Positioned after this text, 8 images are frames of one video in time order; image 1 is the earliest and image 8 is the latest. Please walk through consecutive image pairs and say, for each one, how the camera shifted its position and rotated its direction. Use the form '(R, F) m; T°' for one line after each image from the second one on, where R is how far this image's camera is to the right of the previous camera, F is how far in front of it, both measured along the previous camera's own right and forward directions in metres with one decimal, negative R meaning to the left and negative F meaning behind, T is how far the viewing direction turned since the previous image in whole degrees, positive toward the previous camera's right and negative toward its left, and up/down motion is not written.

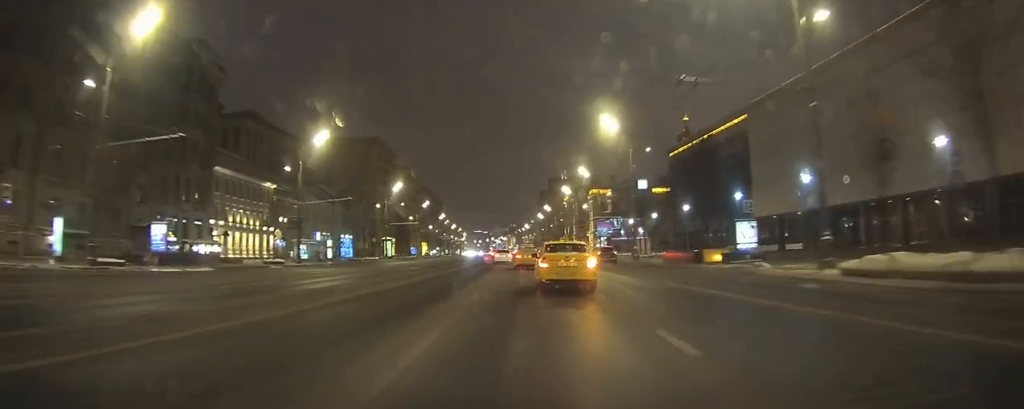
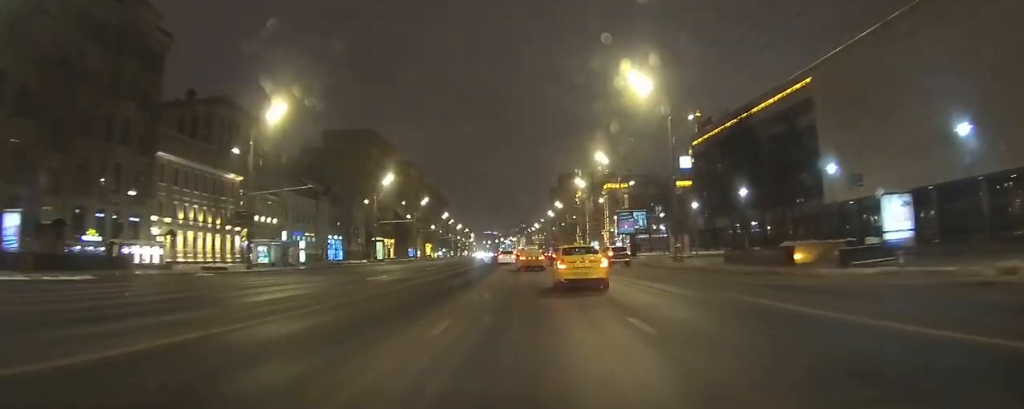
(-0.2, +16.0) m; -1°
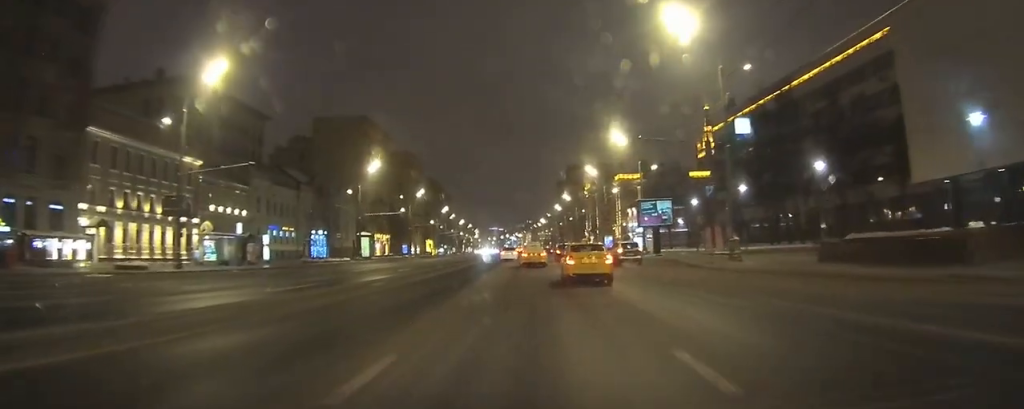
(-0.1, +13.4) m; -1°
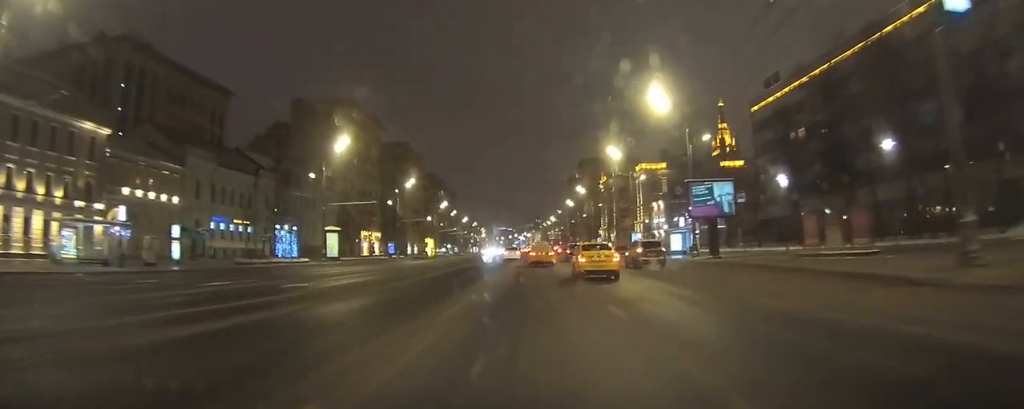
(-0.1, +18.0) m; -1°
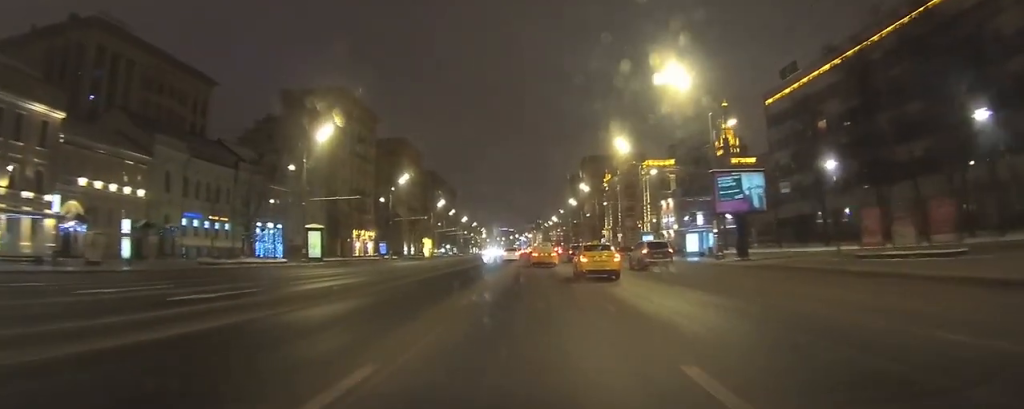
(-0.1, +5.7) m; 0°
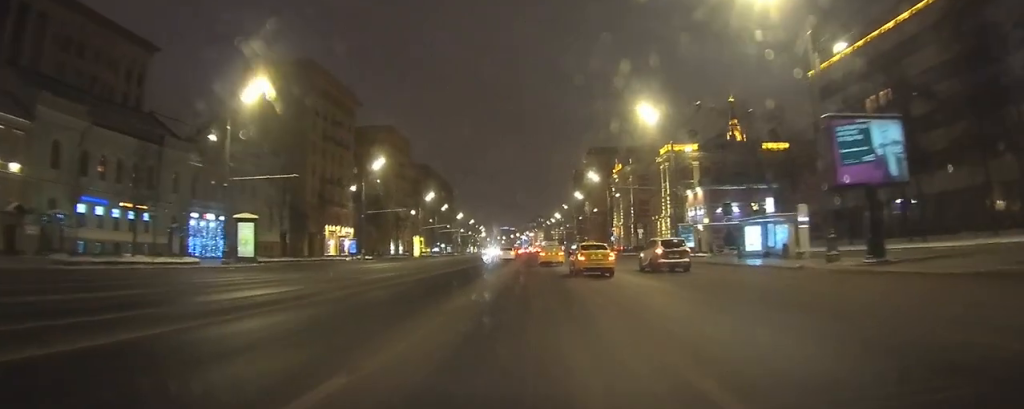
(-0.1, +16.0) m; 0°
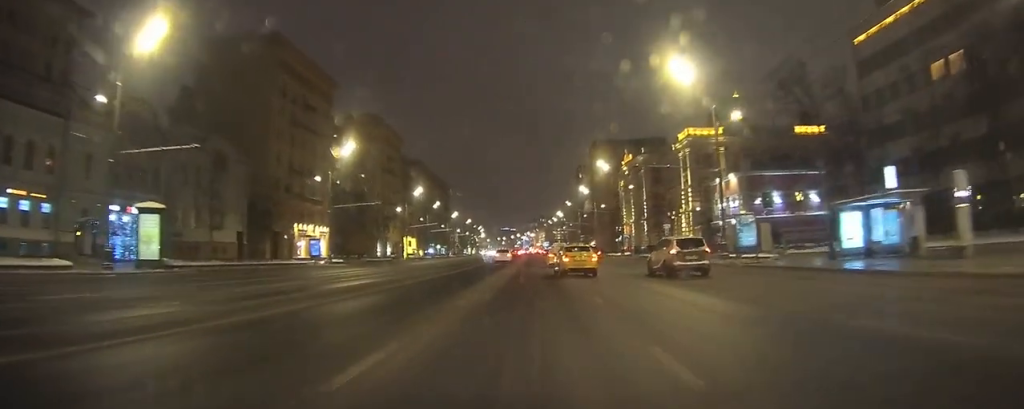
(0.0, +15.2) m; 0°
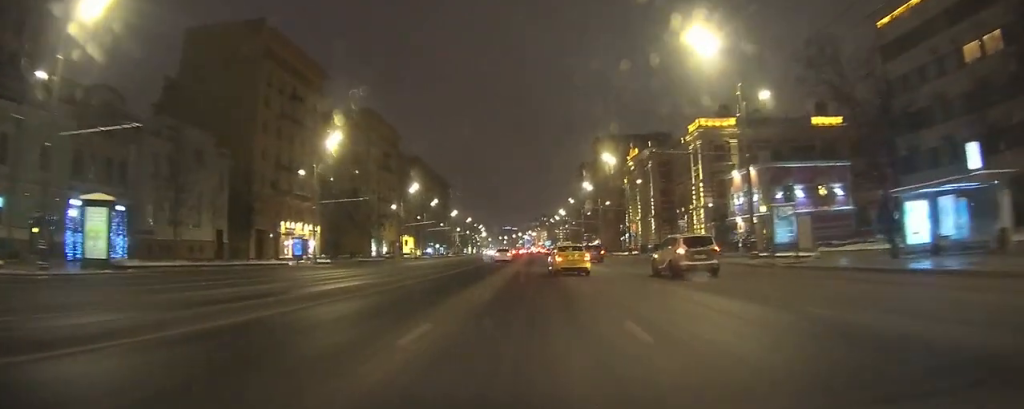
(0.0, +6.2) m; 0°
